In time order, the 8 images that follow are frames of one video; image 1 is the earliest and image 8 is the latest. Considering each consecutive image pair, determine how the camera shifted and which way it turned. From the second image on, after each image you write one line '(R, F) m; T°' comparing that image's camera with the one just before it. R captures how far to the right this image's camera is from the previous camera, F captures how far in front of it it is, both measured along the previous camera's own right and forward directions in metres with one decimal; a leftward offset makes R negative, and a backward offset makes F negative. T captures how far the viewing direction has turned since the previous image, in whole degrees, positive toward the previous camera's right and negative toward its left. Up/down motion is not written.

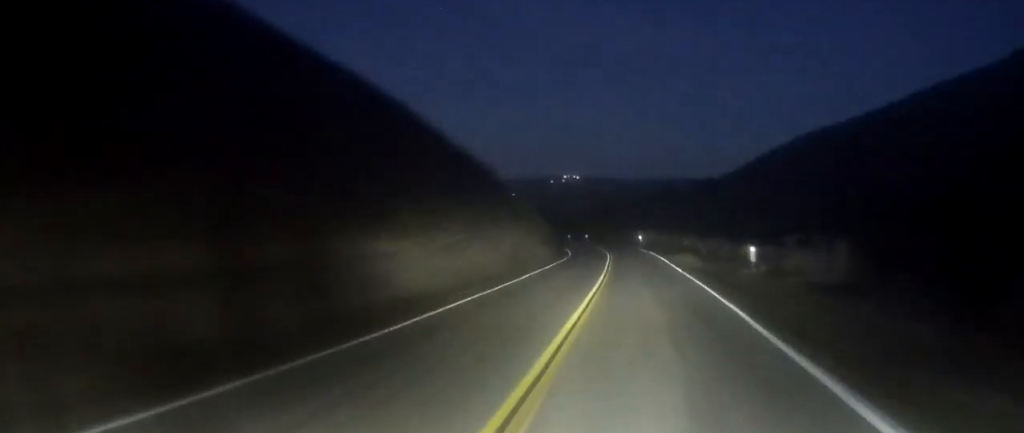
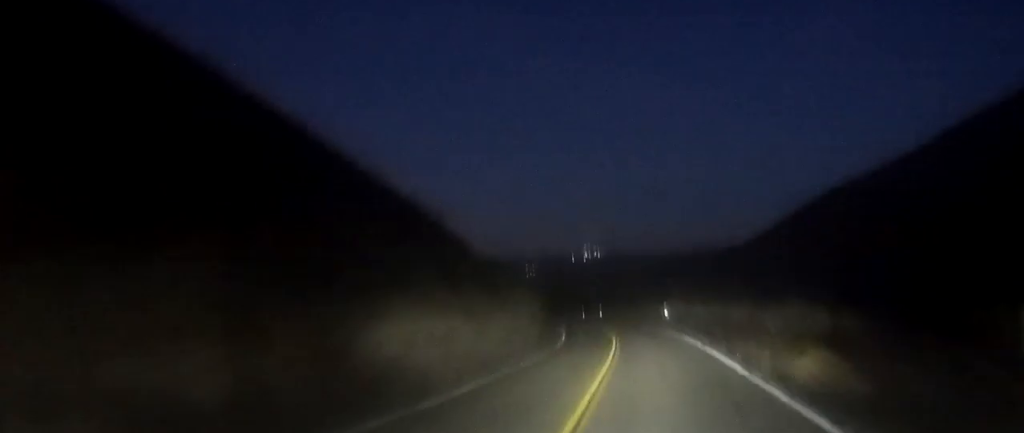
(-0.2, +22.1) m; -1°
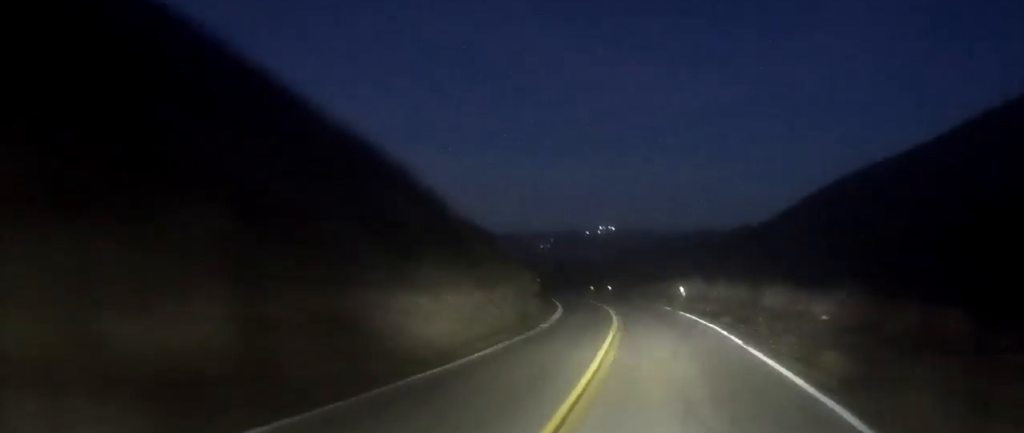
(0.0, +9.1) m; -1°
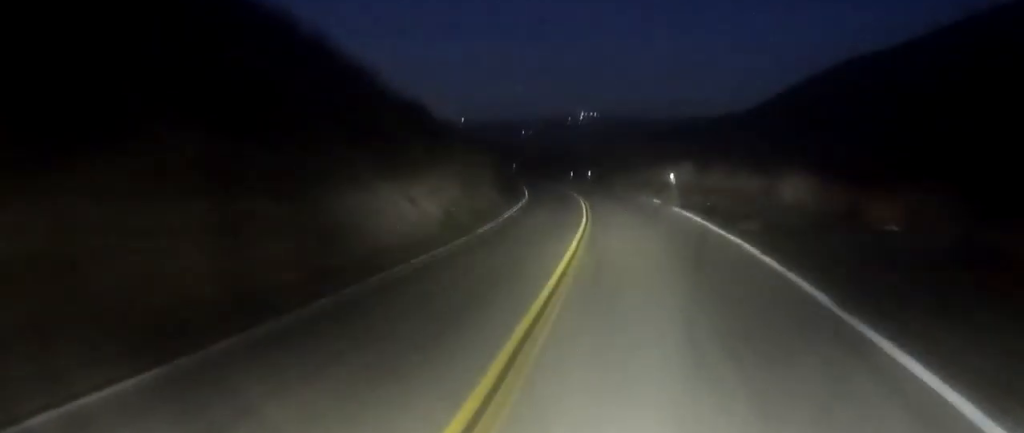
(-0.2, +8.9) m; -2°
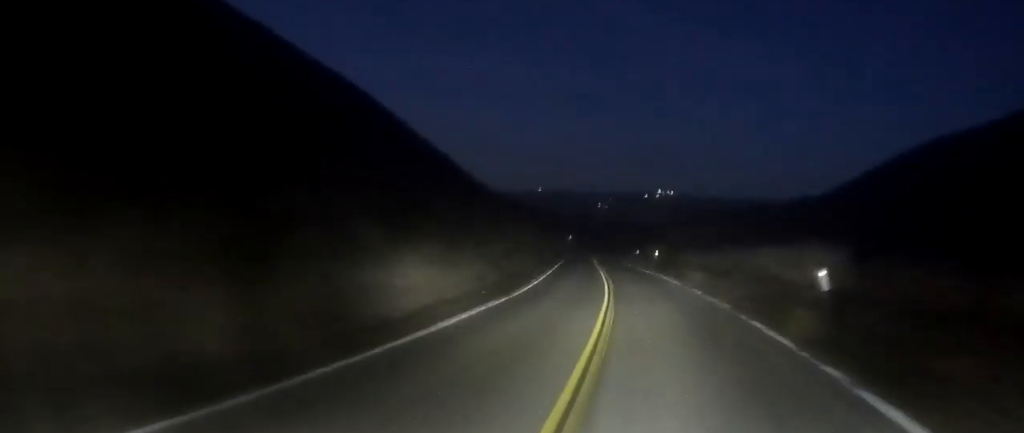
(-1.0, +24.1) m; -8°
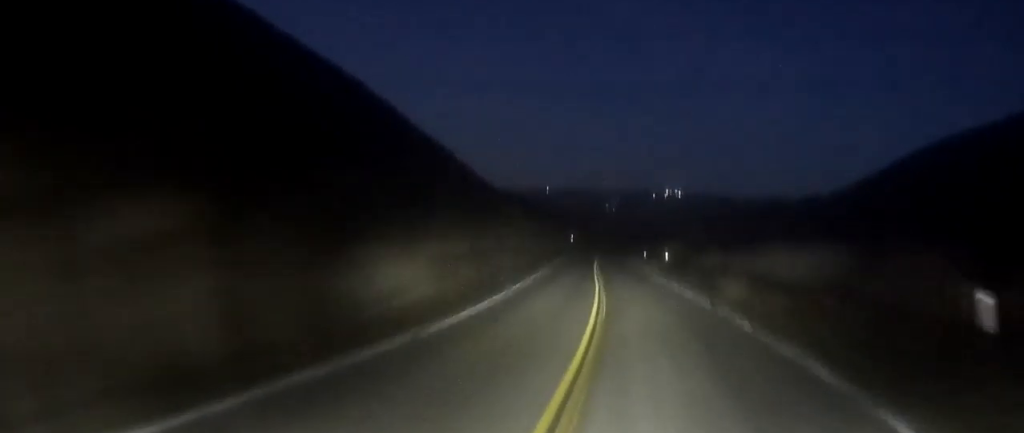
(-0.4, +9.7) m; -2°
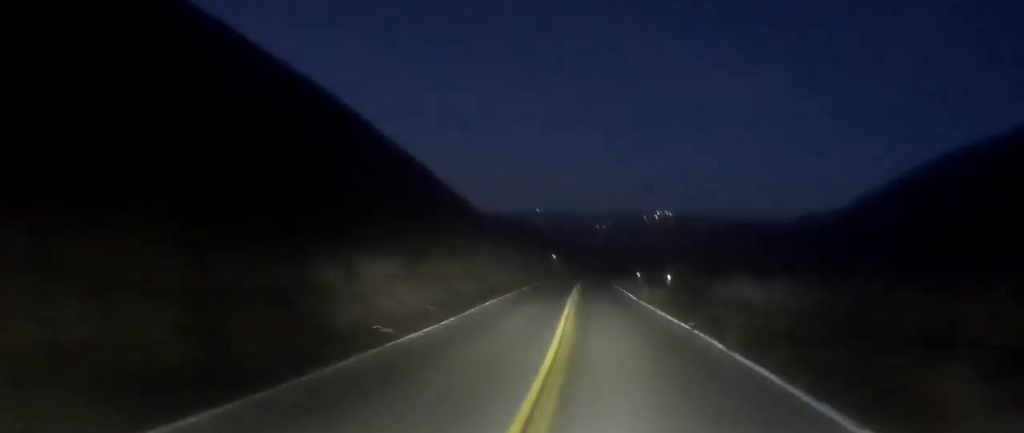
(-1.1, +15.2) m; 0°
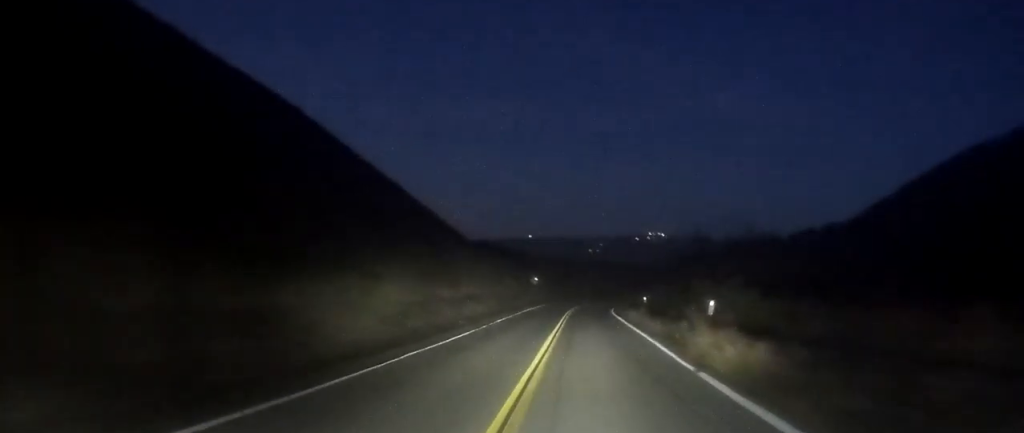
(+1.8, +21.9) m; +8°
